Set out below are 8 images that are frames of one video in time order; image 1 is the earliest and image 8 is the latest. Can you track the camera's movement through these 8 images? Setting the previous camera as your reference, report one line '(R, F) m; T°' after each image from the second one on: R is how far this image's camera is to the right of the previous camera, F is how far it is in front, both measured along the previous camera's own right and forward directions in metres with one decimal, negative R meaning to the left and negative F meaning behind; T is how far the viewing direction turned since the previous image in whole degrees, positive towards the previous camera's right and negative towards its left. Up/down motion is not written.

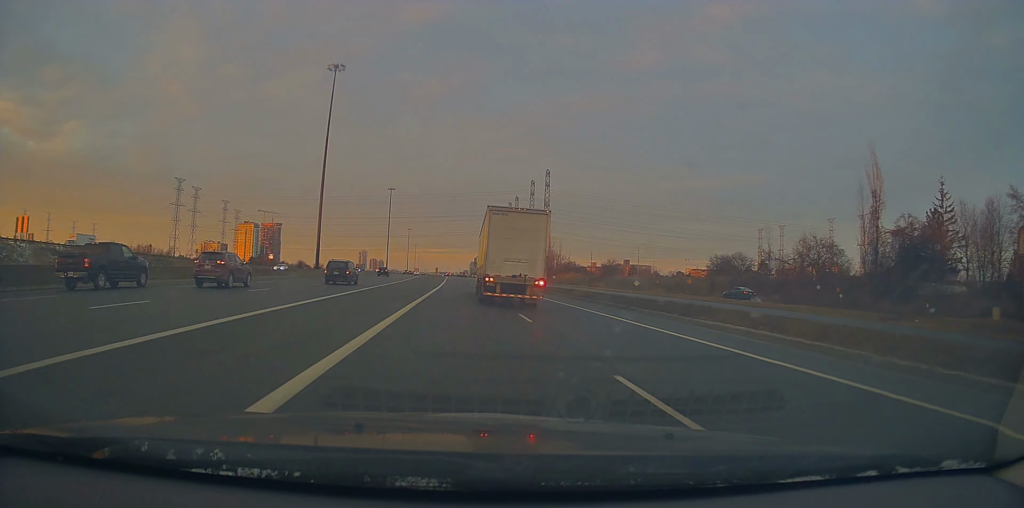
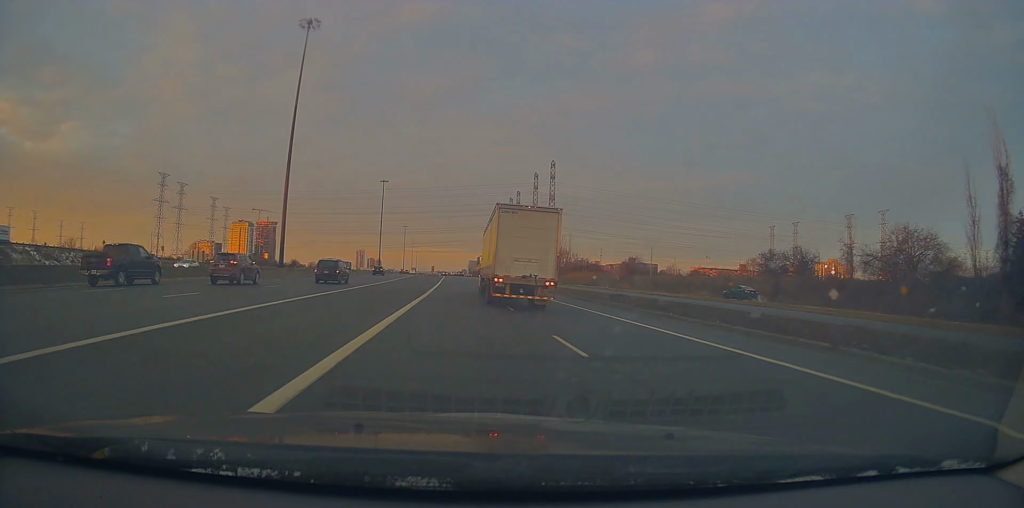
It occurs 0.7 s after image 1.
(-0.1, +18.9) m; 0°
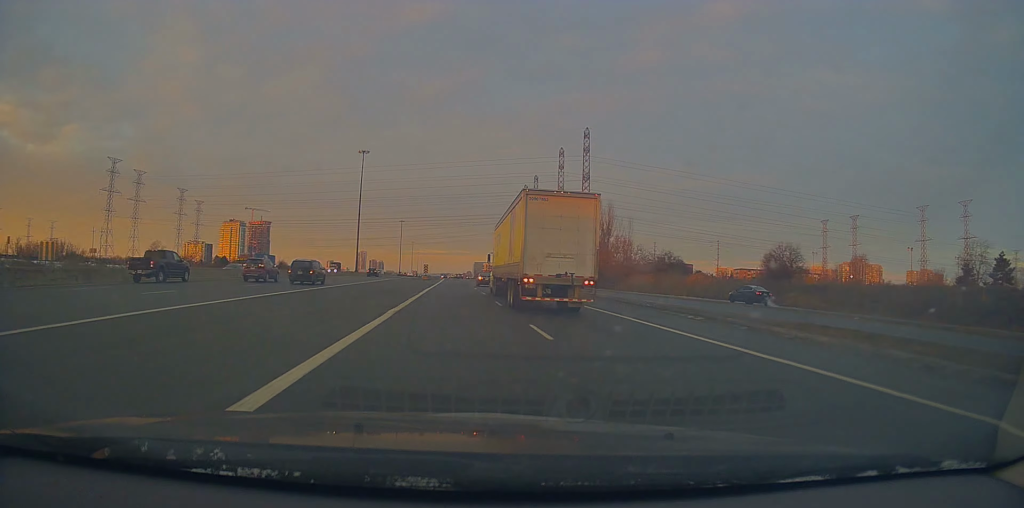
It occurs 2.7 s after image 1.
(+0.4, +57.8) m; +1°
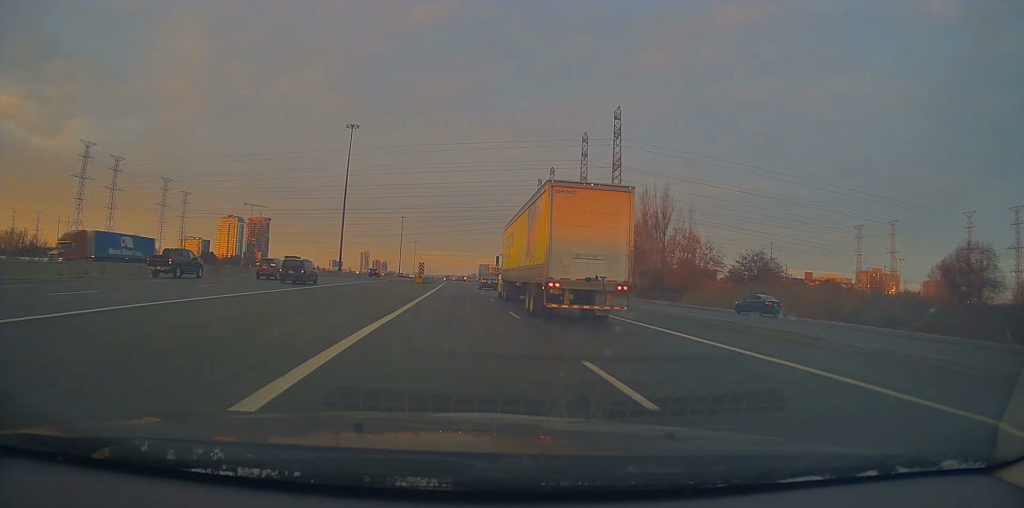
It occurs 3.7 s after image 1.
(+0.2, +29.5) m; 0°
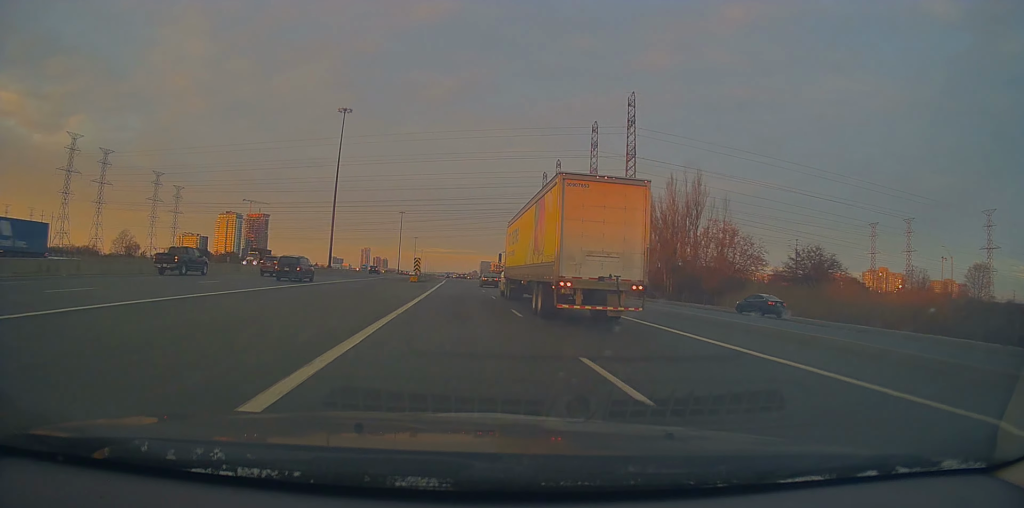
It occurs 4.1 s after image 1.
(-0.1, +11.9) m; -1°
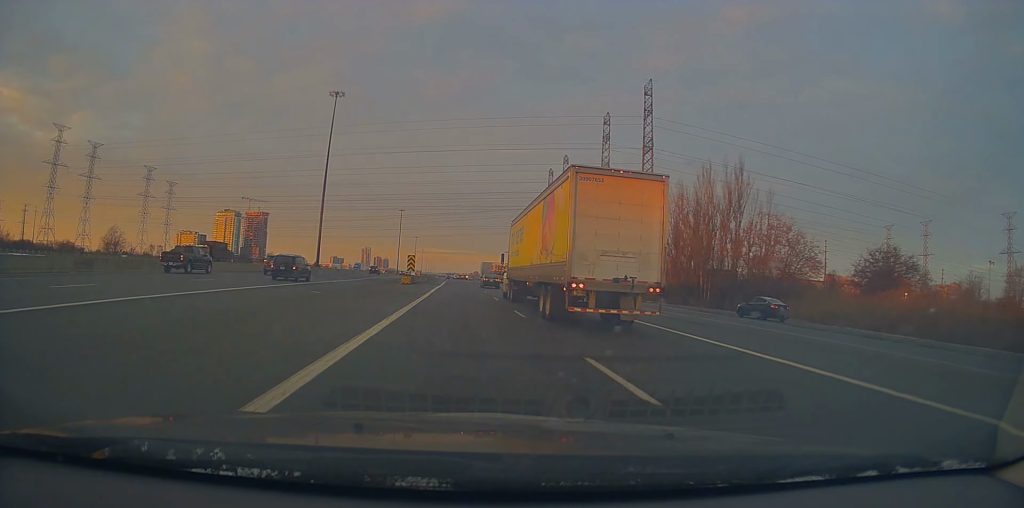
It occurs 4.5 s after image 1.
(-0.1, +11.9) m; -1°
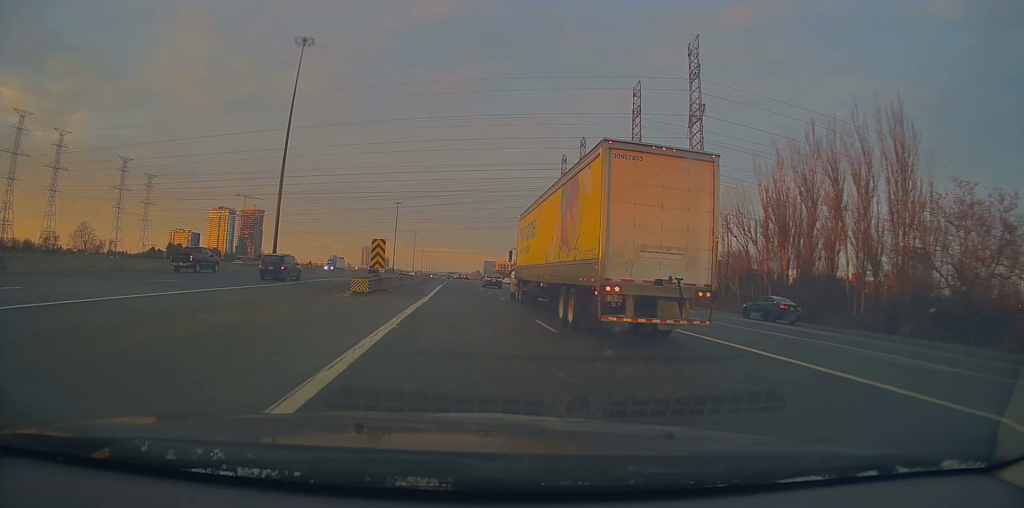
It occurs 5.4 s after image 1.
(-0.4, +28.0) m; -1°
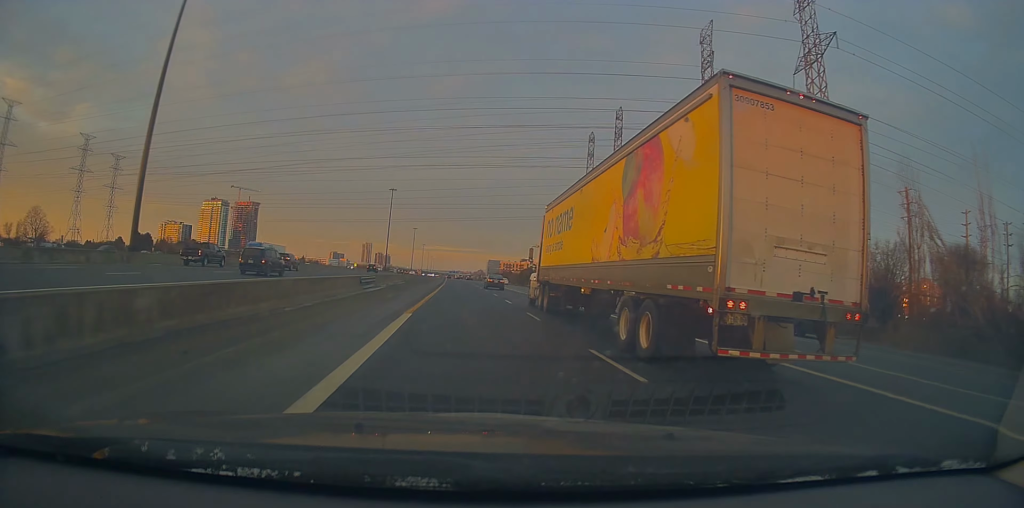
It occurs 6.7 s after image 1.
(+0.2, +39.3) m; +1°
